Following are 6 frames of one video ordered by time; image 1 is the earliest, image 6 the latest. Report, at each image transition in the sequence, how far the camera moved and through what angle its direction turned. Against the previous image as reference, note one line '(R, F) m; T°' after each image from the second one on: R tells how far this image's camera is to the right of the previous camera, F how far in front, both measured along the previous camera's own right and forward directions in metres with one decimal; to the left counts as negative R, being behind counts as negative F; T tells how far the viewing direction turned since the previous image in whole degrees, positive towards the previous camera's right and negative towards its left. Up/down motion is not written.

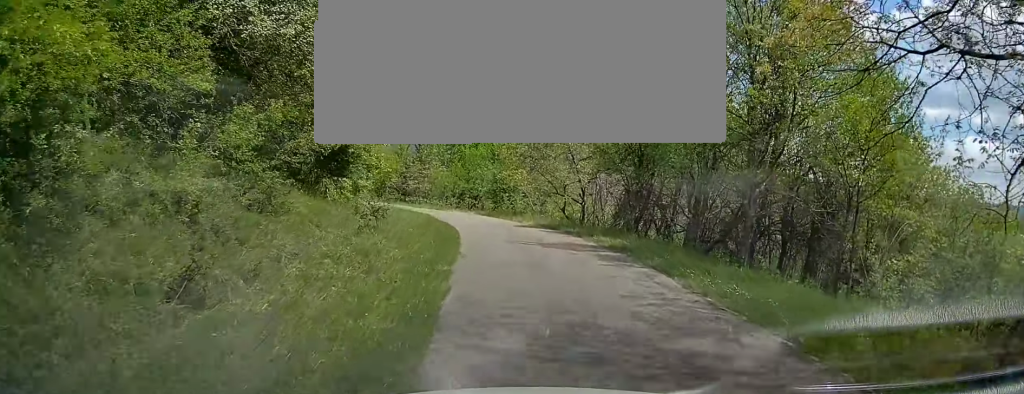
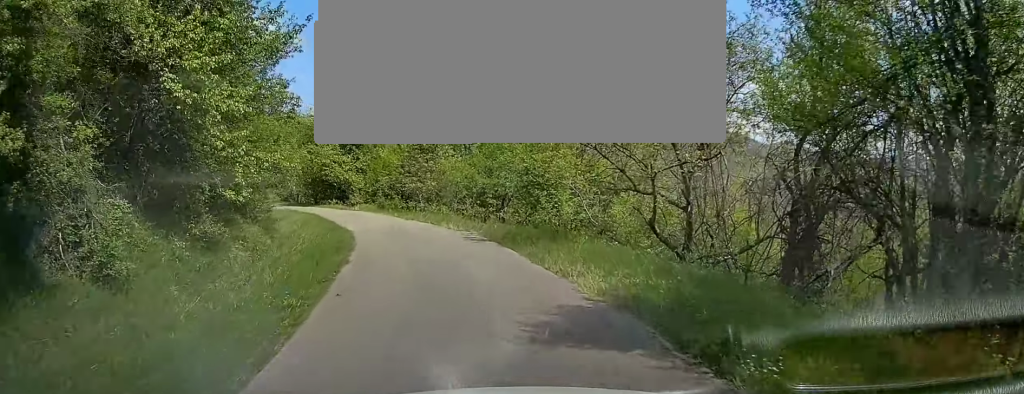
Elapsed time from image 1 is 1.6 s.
(-0.6, +15.3) m; -6°
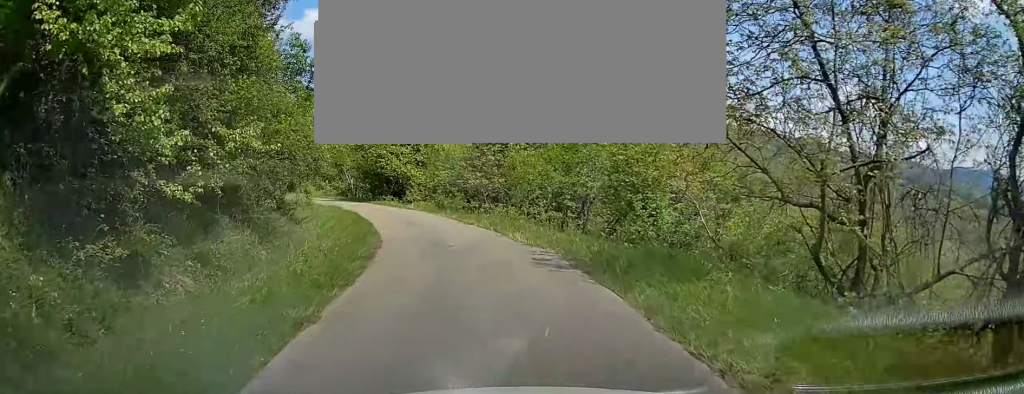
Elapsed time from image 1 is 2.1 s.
(-0.1, +5.0) m; -3°
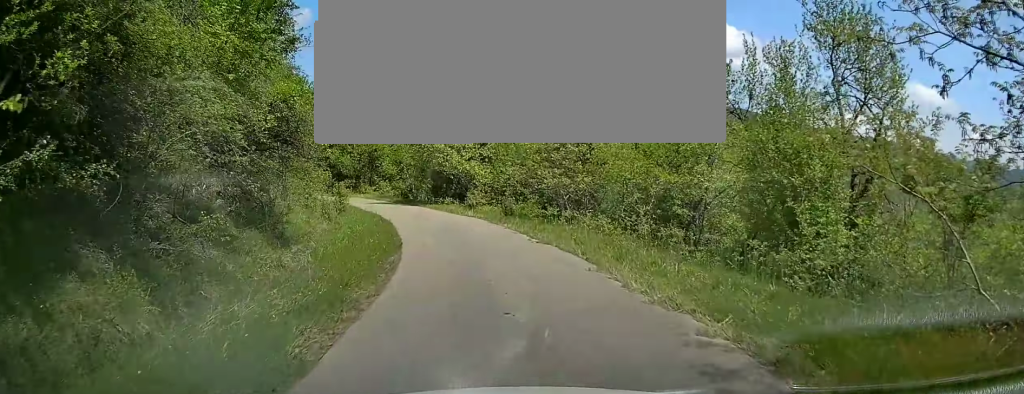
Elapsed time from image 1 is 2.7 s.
(0.0, +6.2) m; -5°
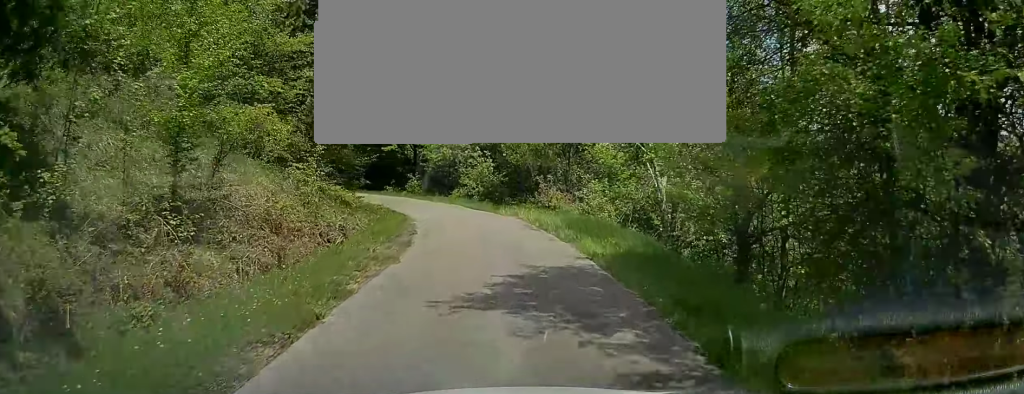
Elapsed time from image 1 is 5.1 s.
(-6.9, +29.0) m; -23°
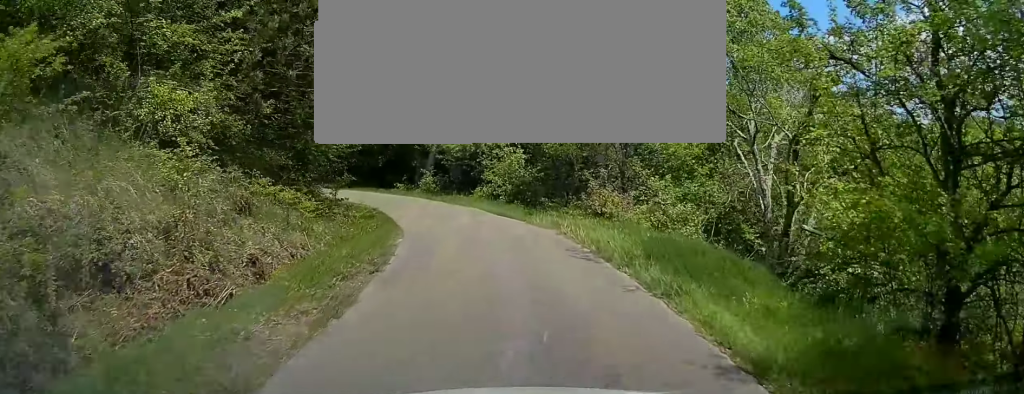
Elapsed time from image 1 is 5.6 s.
(-0.2, +6.8) m; -3°
